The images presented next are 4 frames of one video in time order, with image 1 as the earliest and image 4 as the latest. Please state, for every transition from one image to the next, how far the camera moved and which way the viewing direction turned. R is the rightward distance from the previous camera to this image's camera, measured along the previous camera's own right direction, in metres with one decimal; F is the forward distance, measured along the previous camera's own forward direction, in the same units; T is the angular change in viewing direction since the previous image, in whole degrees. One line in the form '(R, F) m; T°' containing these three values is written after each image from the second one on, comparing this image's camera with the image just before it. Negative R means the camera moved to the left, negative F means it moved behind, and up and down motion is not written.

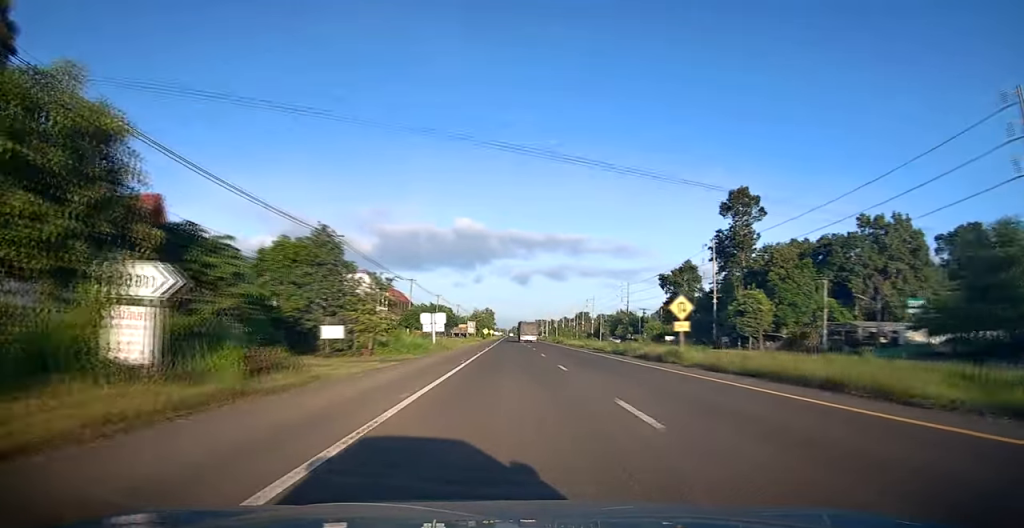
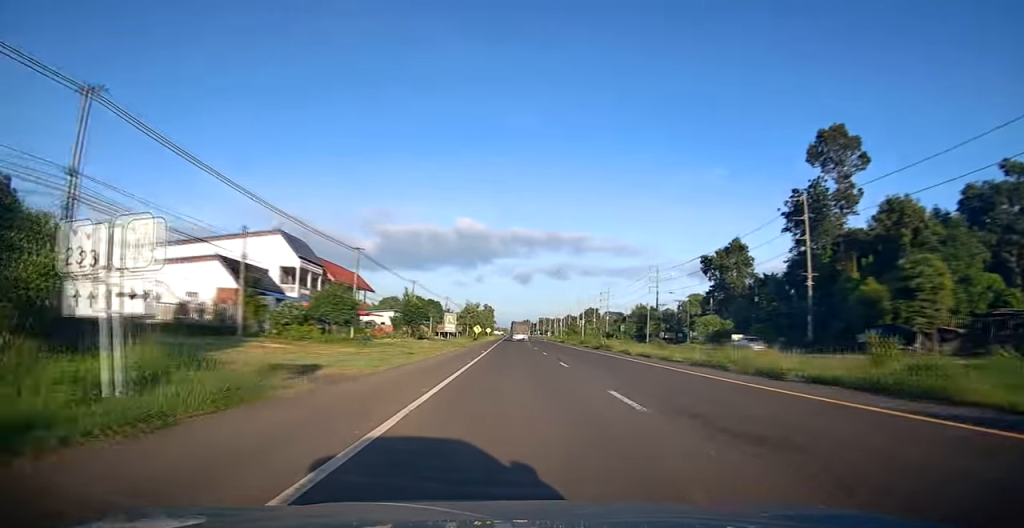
(-0.3, +33.6) m; 0°
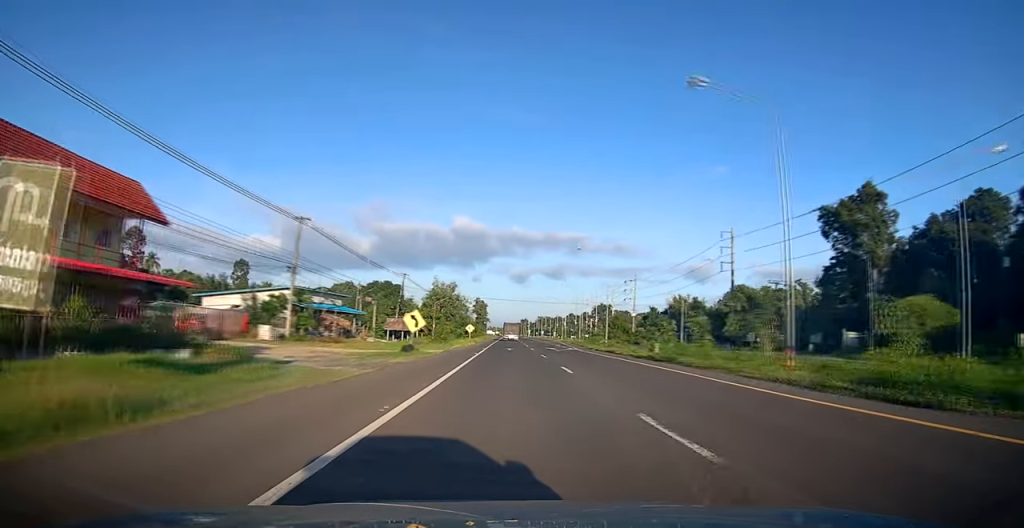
(-0.5, +50.6) m; 0°
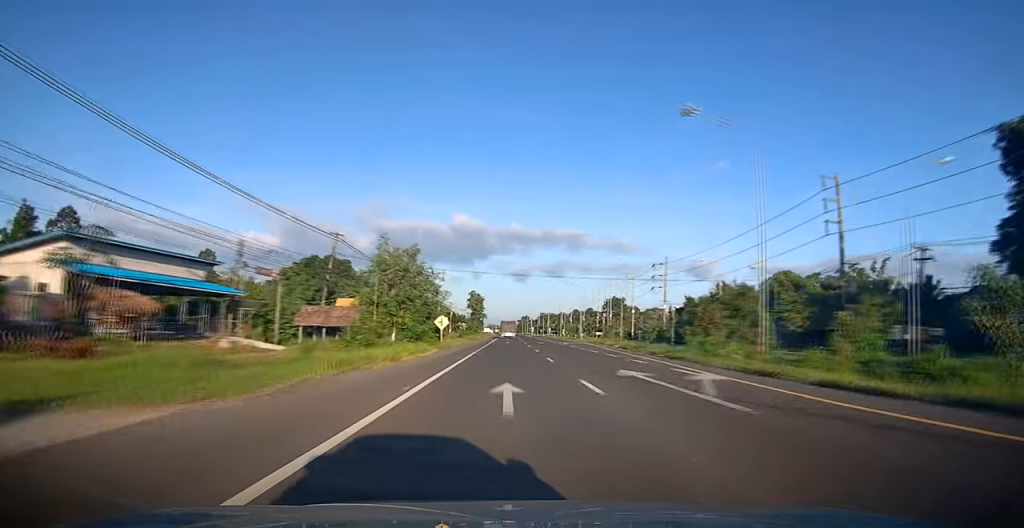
(+0.8, +32.5) m; 0°
